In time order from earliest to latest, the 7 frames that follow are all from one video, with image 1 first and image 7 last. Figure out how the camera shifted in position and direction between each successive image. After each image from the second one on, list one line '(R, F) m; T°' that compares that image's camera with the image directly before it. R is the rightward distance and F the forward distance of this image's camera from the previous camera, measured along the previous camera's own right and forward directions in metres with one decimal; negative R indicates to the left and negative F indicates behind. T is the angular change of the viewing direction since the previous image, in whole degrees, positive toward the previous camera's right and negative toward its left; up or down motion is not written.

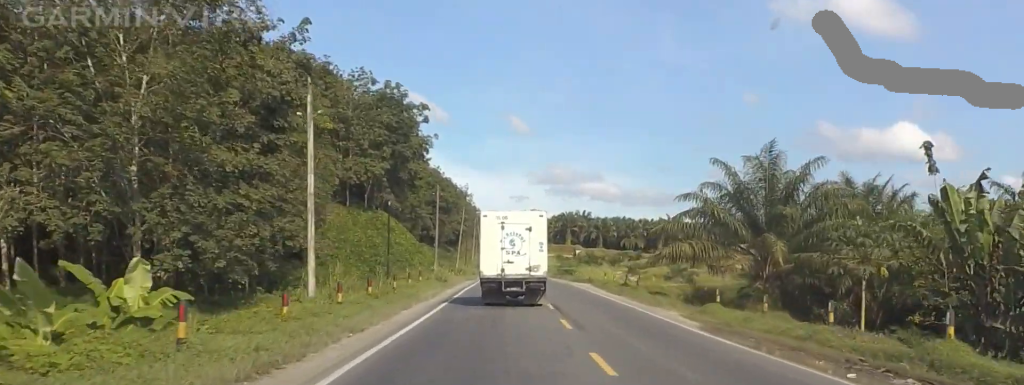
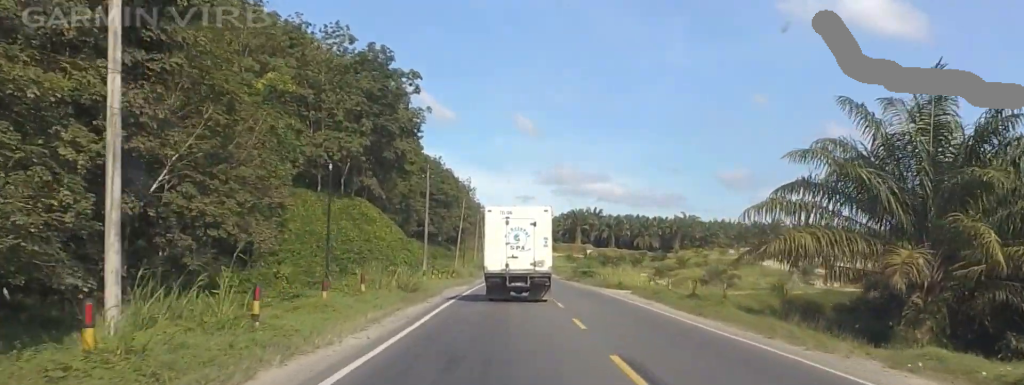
(-0.6, +17.4) m; -2°
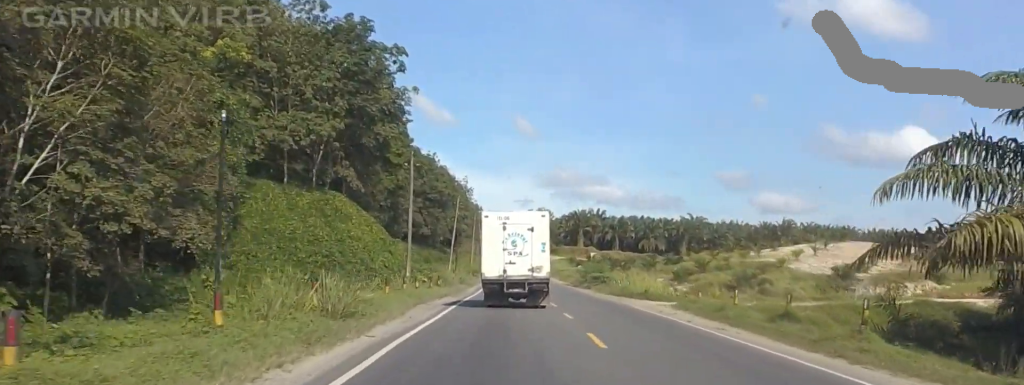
(0.0, +11.4) m; 0°
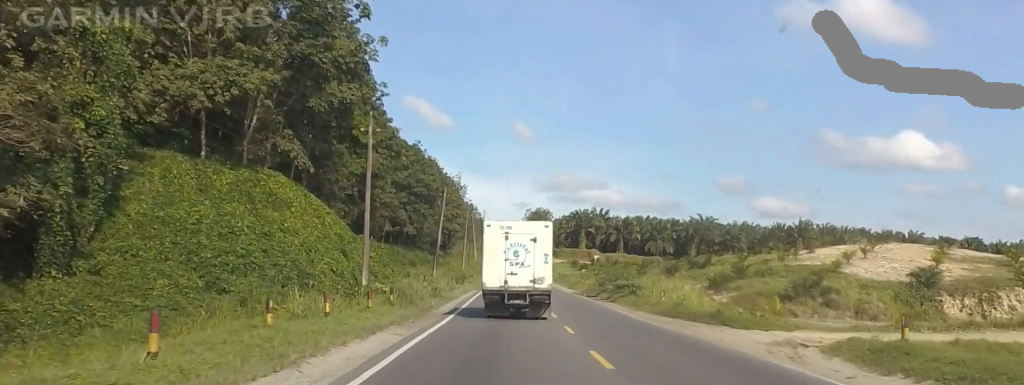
(0.0, +17.4) m; +1°
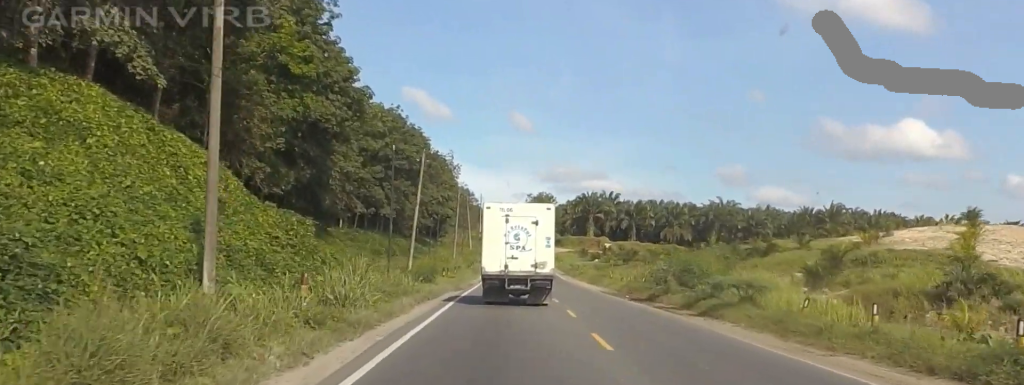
(+0.8, +23.3) m; +3°
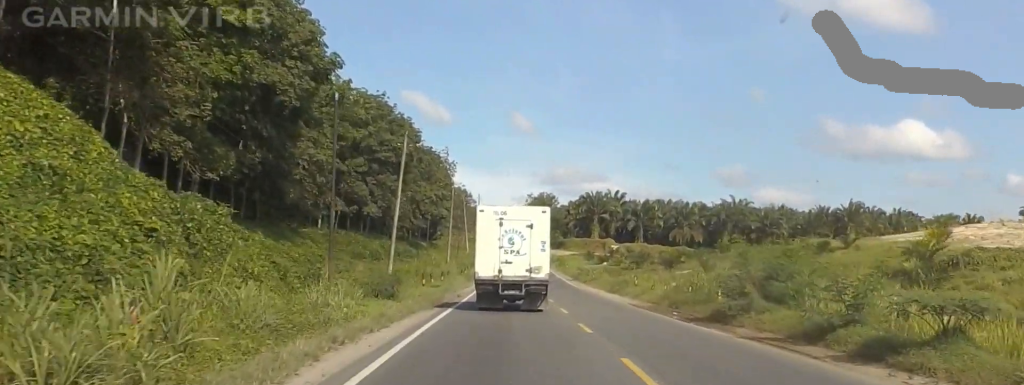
(0.0, +11.9) m; 0°
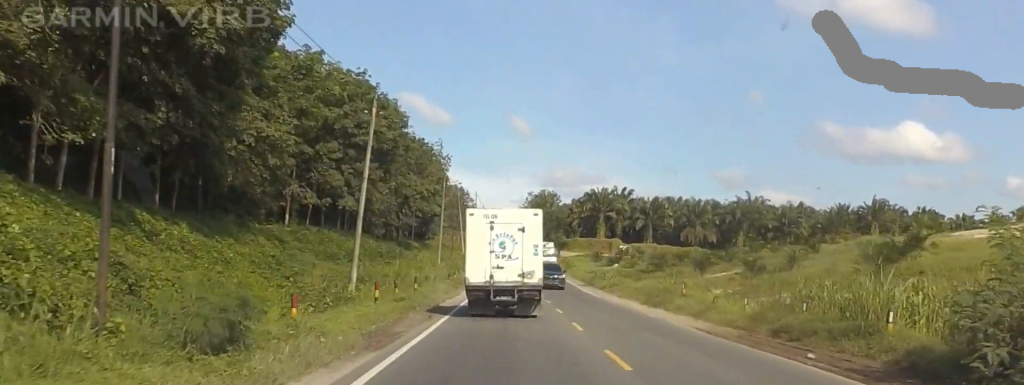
(0.0, +13.5) m; -1°
